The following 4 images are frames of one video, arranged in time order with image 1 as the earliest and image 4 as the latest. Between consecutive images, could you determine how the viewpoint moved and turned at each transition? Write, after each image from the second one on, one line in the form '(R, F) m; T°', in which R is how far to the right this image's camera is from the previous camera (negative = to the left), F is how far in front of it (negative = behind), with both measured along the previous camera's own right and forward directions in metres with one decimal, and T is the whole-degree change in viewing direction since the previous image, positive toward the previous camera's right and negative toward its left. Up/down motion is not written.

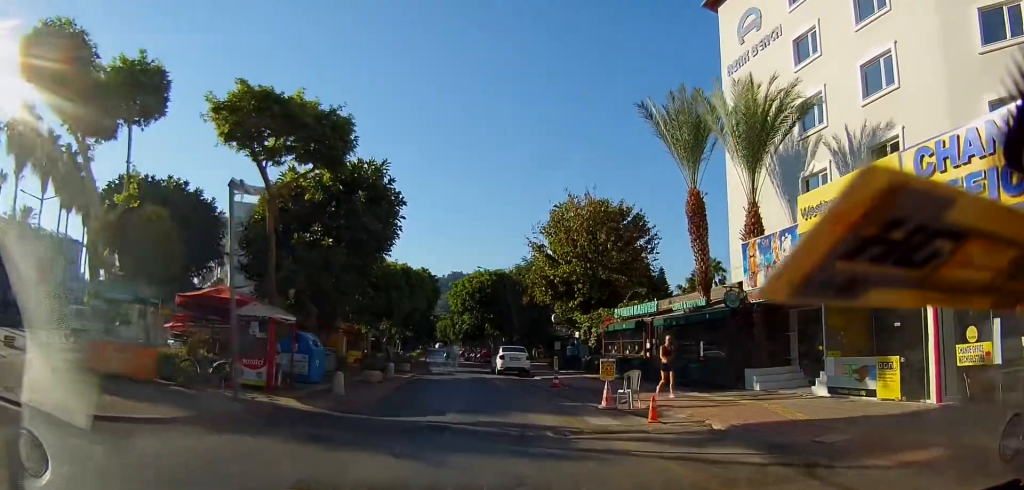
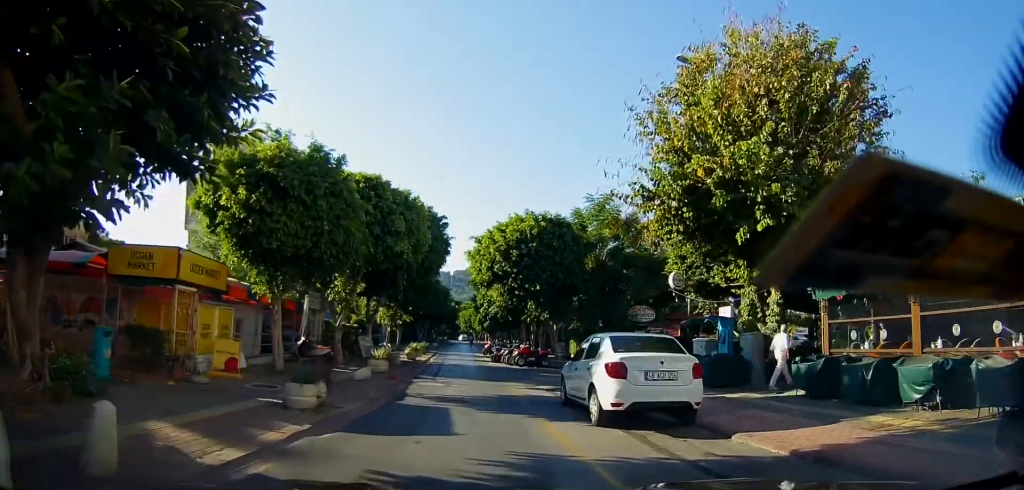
(-0.7, +19.1) m; -2°
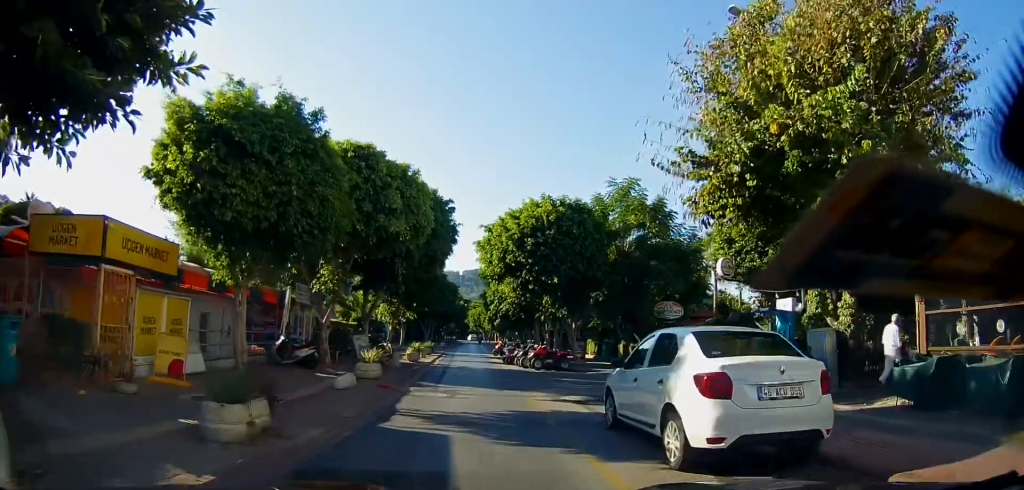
(+0.2, +2.9) m; 0°
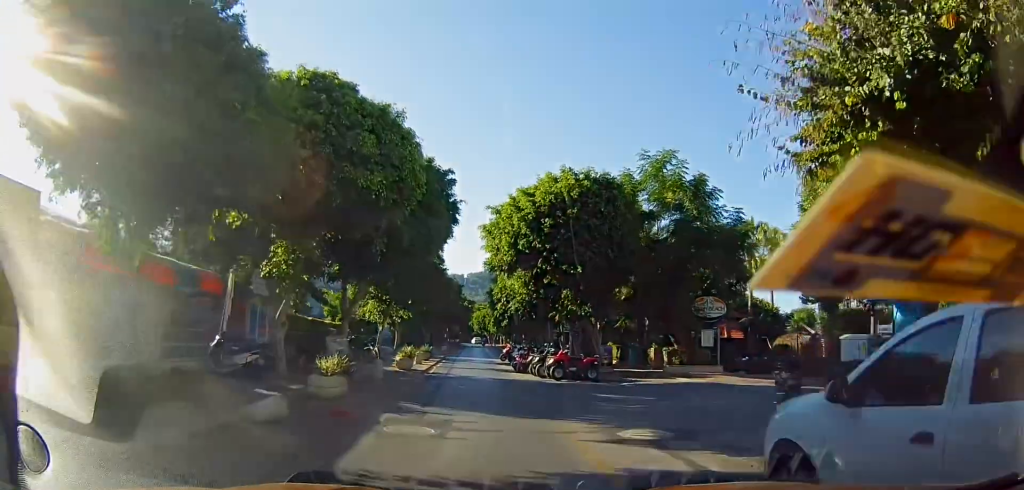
(-0.3, +4.7) m; -4°
